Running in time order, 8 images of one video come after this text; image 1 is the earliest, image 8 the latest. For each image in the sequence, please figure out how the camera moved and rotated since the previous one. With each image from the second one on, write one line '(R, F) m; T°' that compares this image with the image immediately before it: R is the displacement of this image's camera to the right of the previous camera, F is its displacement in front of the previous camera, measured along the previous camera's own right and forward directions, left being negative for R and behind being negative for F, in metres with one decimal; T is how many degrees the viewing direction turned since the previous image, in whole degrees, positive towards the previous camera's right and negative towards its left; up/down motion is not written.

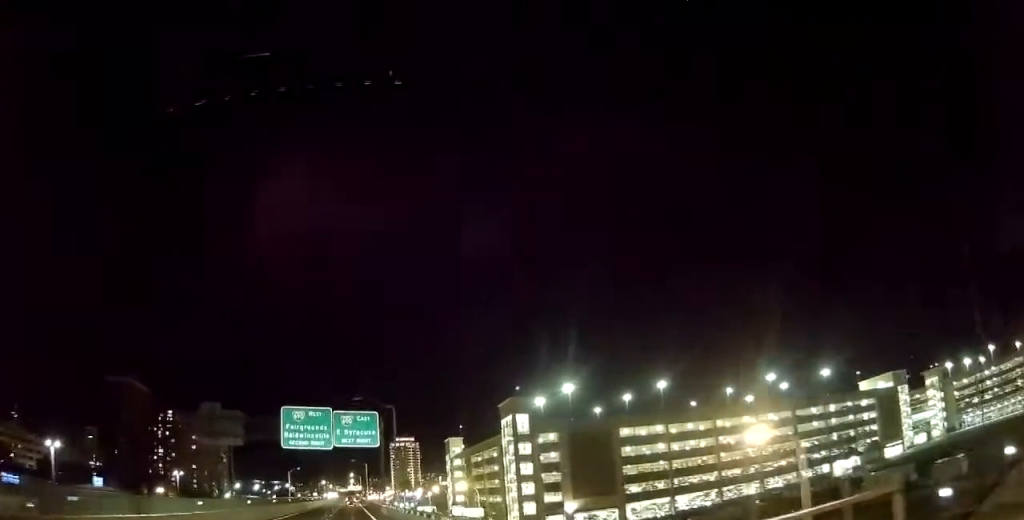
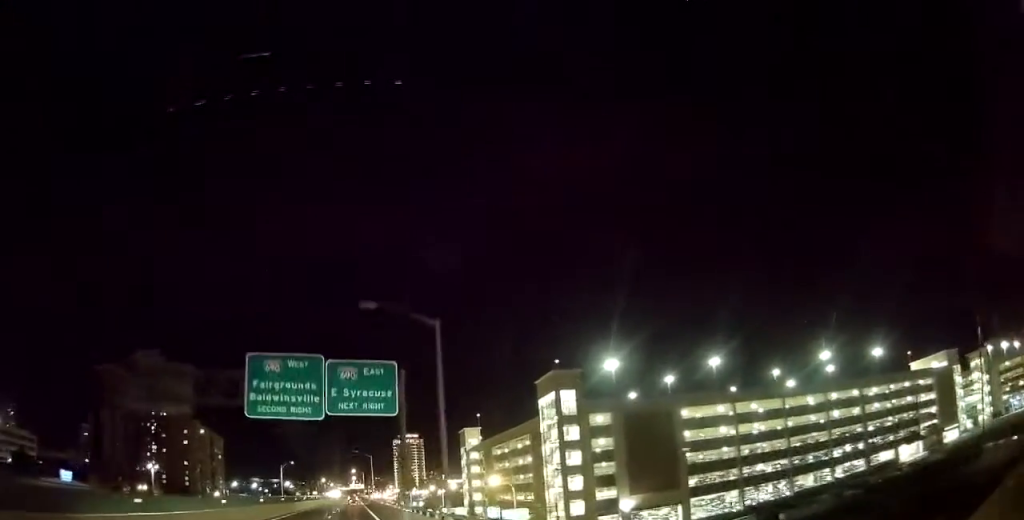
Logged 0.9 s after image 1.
(0.0, +19.7) m; 0°
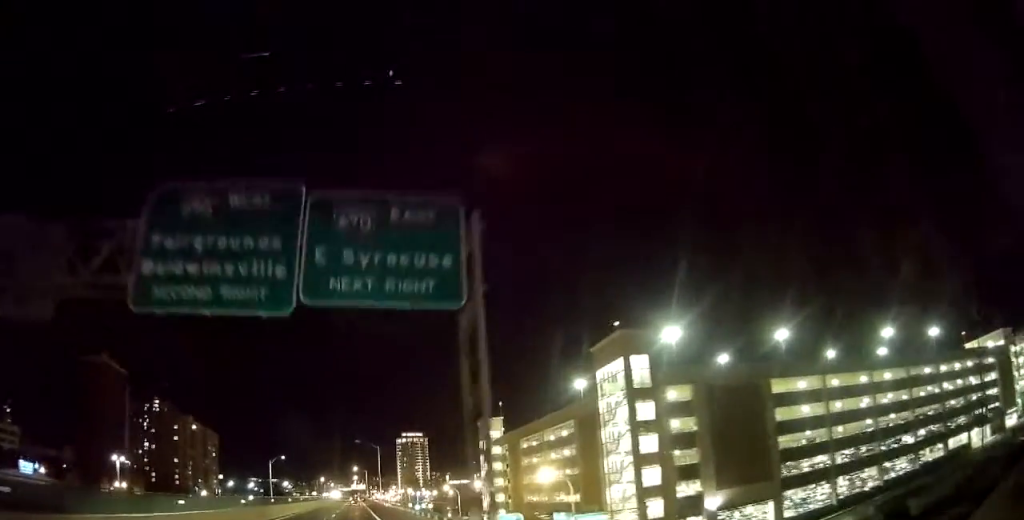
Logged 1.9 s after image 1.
(-0.1, +20.4) m; -1°
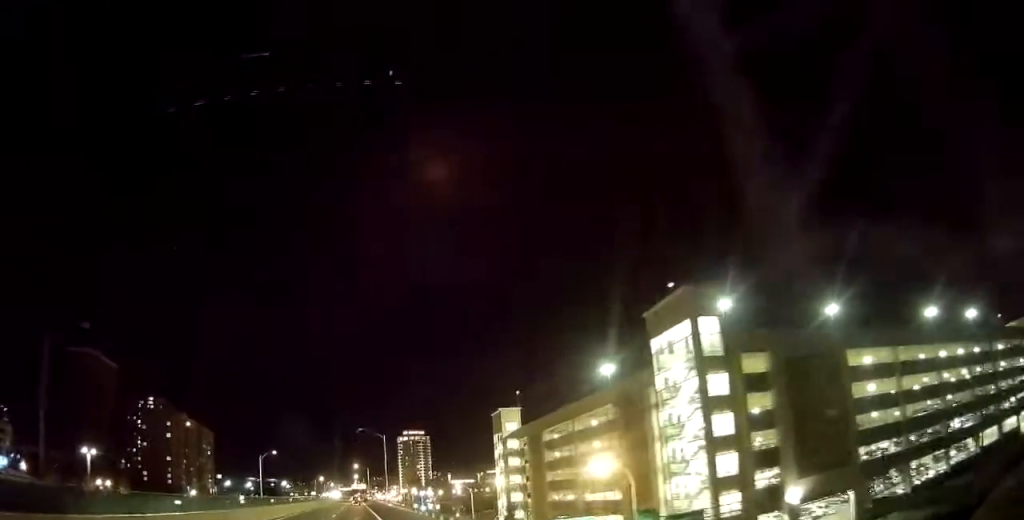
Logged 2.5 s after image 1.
(-0.2, +12.8) m; 0°
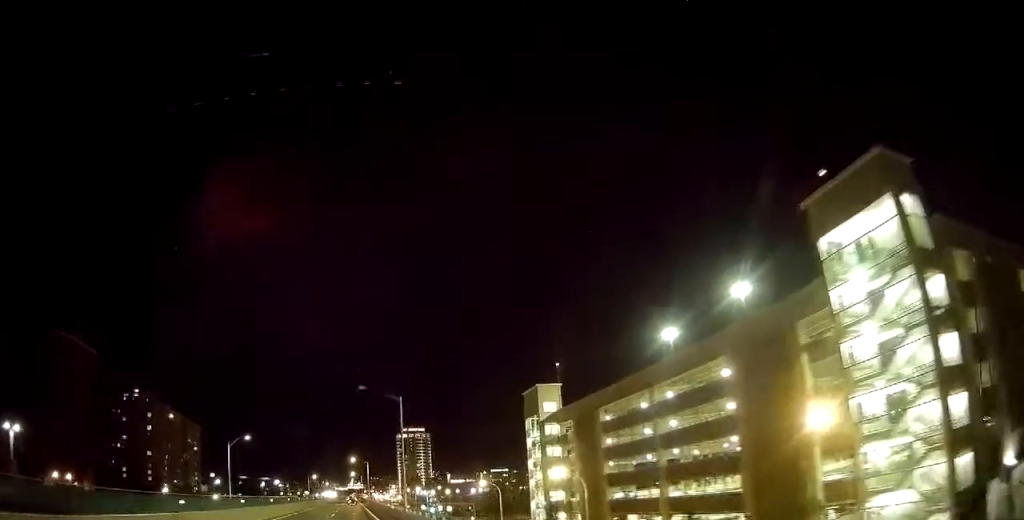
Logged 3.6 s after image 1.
(+0.3, +23.0) m; +1°
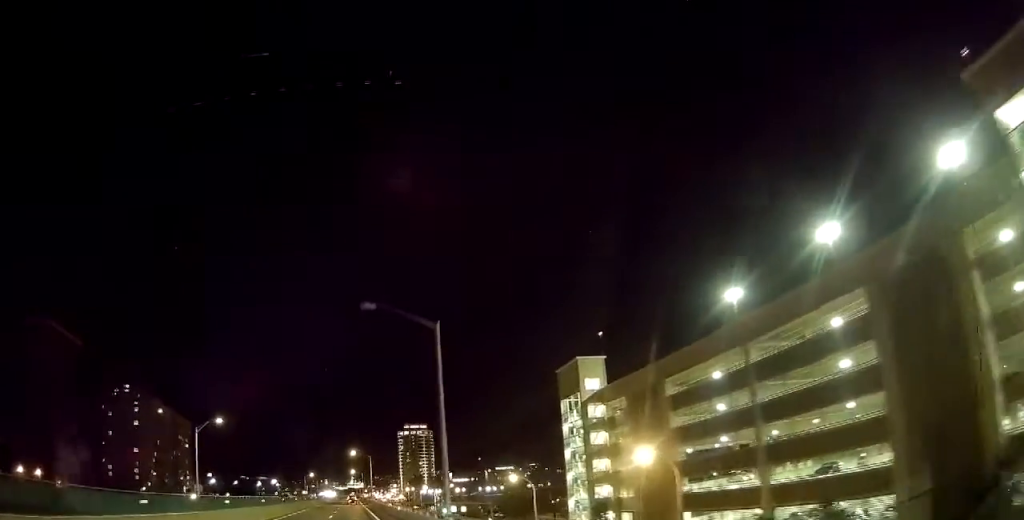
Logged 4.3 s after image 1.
(0.0, +16.3) m; 0°
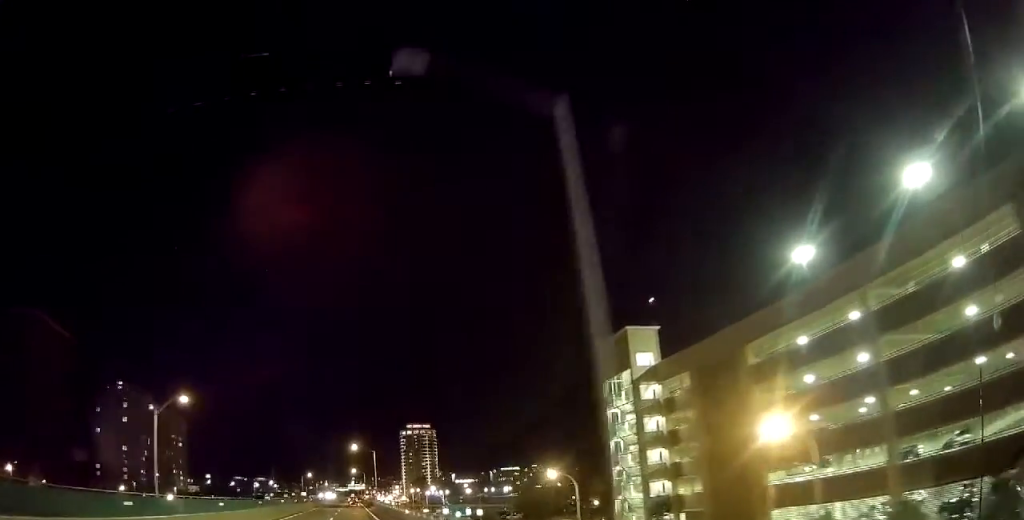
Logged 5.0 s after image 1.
(0.0, +13.7) m; 0°
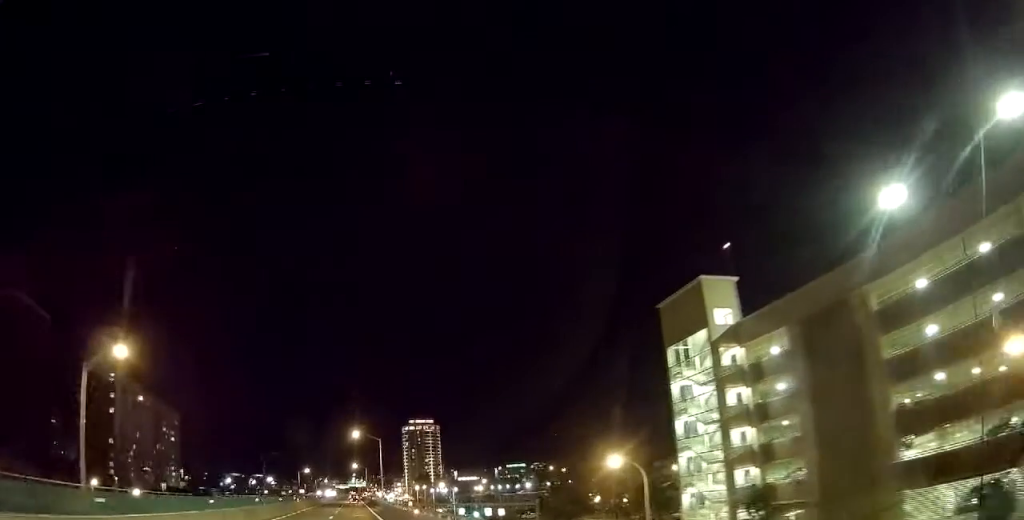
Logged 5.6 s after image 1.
(0.0, +14.5) m; -1°
